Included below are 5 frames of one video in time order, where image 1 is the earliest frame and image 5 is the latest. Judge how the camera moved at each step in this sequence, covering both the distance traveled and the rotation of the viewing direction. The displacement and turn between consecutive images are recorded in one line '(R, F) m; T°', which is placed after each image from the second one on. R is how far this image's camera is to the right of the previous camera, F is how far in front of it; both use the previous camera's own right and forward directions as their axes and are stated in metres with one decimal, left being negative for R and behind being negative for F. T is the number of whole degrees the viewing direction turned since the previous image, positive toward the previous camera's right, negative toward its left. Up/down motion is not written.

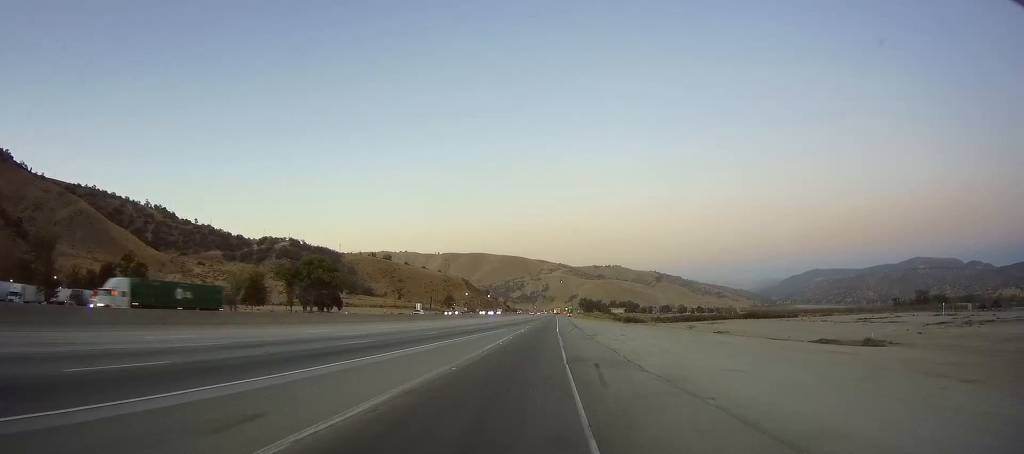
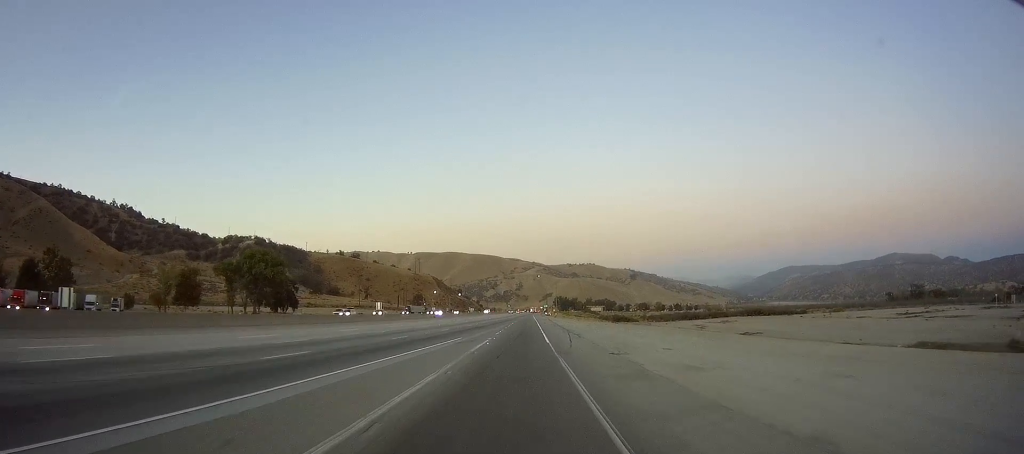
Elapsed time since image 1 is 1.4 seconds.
(+0.2, +23.8) m; +1°
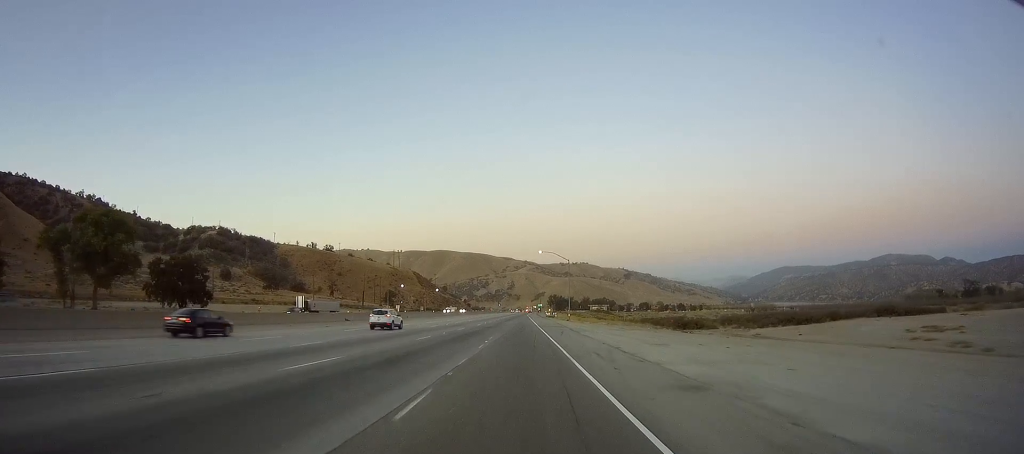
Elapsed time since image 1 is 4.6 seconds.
(+1.2, +65.1) m; +1°
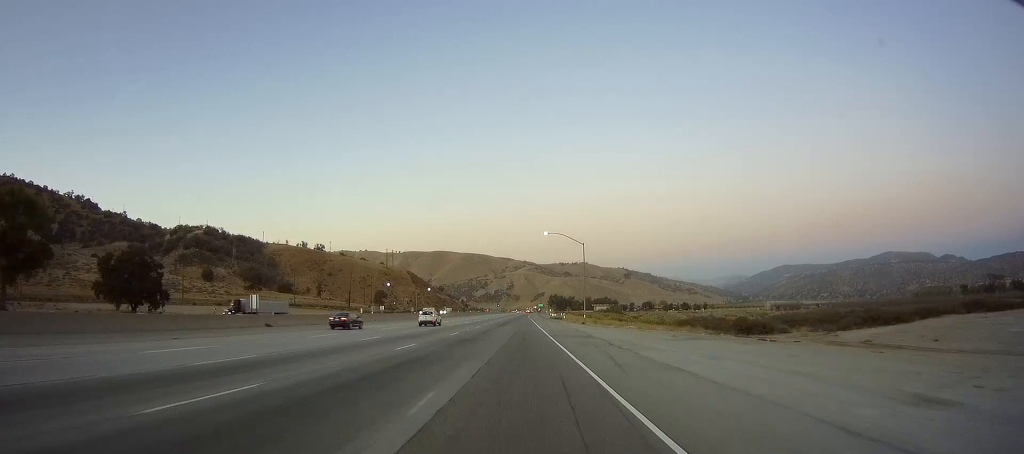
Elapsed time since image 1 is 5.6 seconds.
(-0.2, +23.4) m; -1°
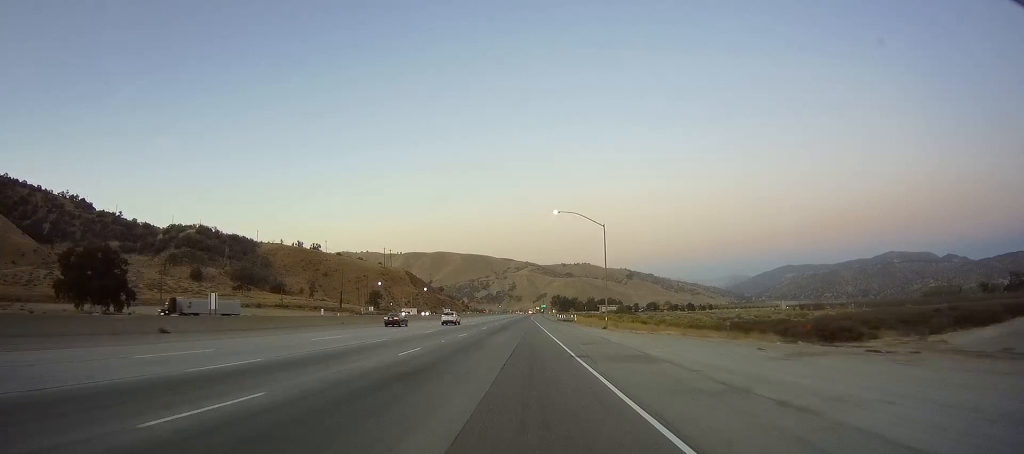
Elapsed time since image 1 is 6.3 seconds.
(0.0, +16.4) m; 0°
